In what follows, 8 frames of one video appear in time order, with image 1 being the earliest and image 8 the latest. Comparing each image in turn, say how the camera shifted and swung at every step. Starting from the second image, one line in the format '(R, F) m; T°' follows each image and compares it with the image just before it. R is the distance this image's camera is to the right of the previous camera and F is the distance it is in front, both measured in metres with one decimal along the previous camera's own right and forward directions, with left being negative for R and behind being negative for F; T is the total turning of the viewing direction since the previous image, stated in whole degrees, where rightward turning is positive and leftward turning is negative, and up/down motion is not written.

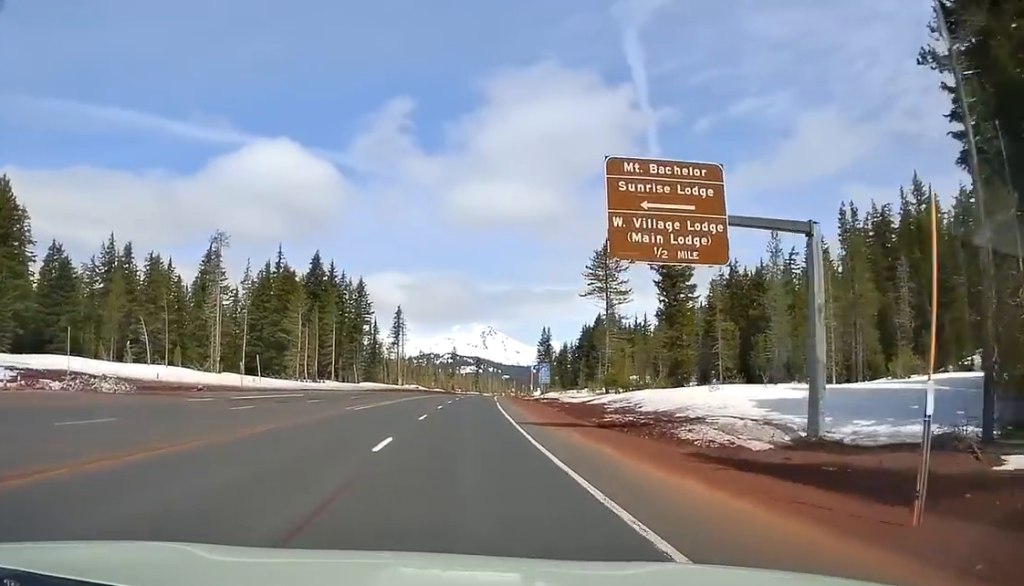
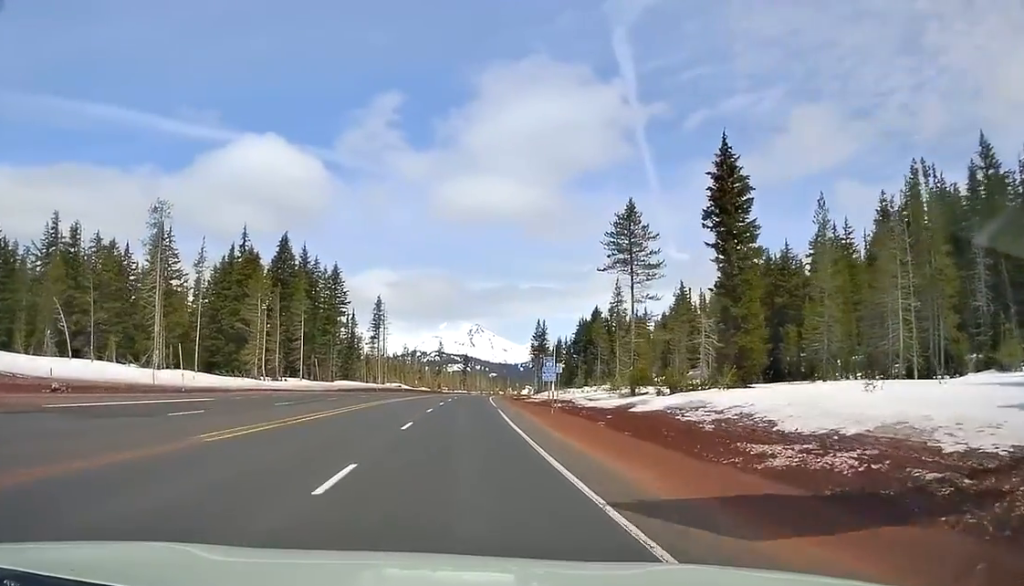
(+0.2, +18.8) m; +1°
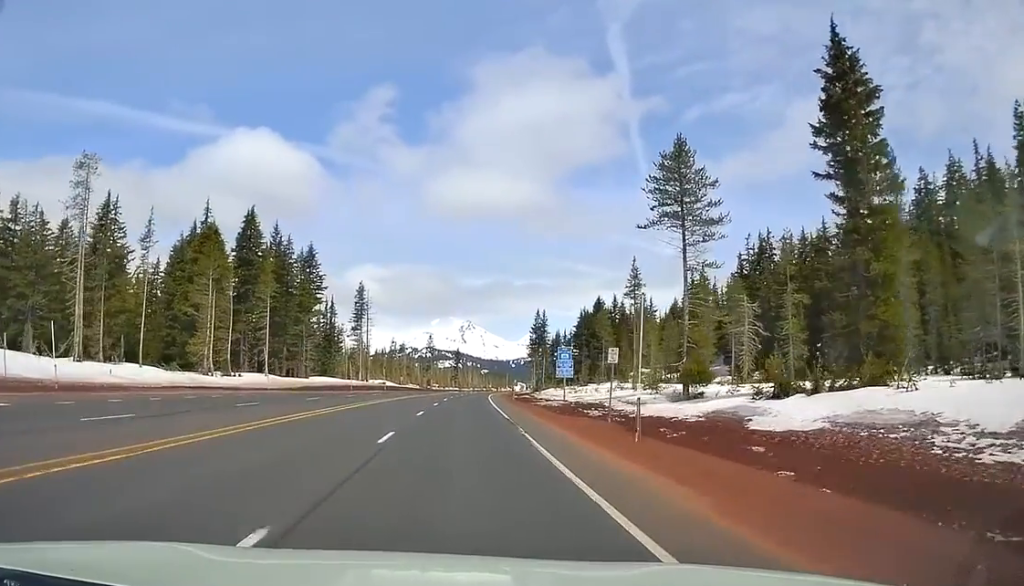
(+0.1, +18.6) m; +1°
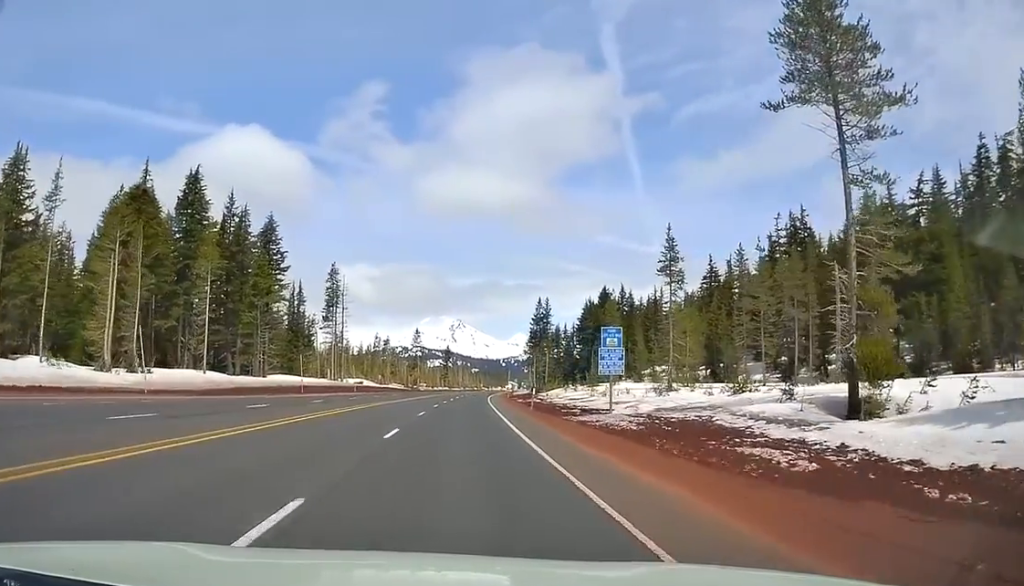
(+0.2, +23.7) m; +1°
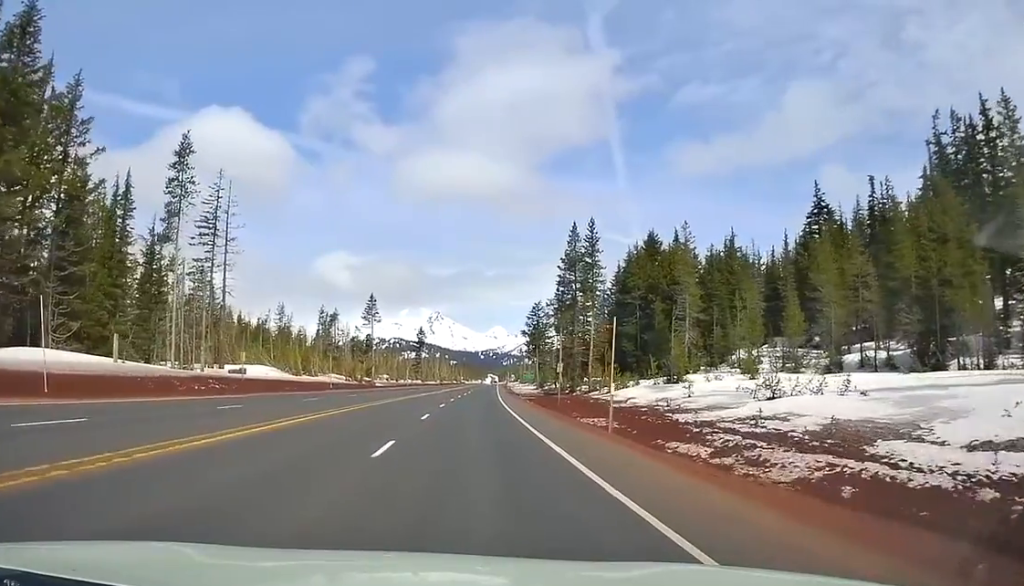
(0.0, +65.6) m; 0°
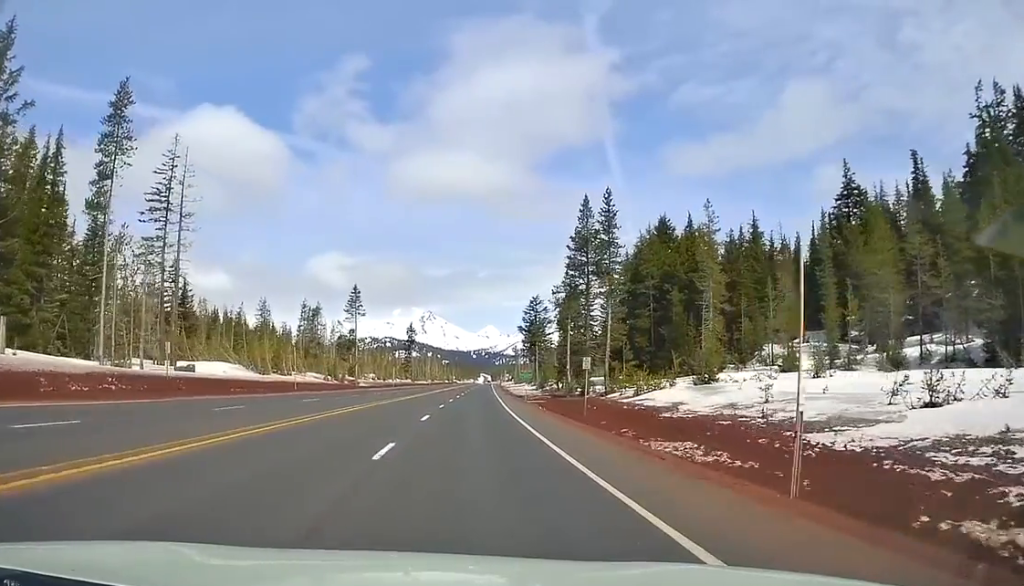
(-0.2, +12.1) m; +1°
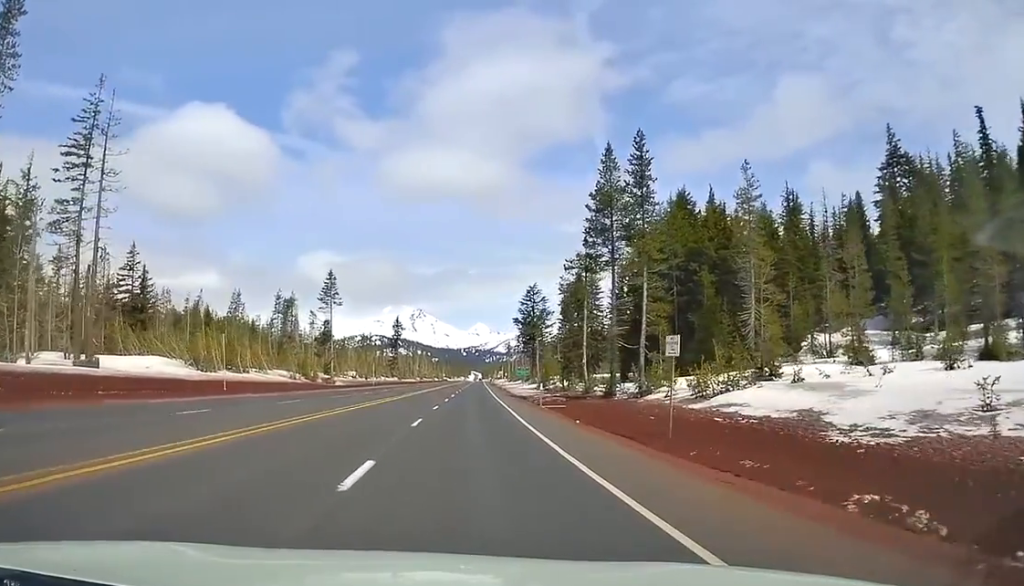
(+0.4, +14.6) m; +2°
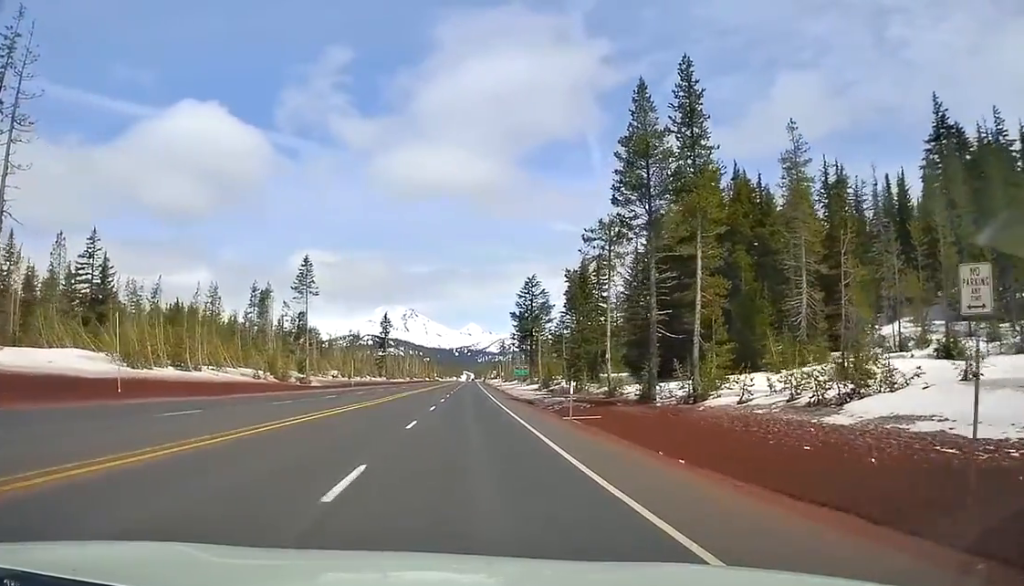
(+0.2, +12.2) m; +1°
